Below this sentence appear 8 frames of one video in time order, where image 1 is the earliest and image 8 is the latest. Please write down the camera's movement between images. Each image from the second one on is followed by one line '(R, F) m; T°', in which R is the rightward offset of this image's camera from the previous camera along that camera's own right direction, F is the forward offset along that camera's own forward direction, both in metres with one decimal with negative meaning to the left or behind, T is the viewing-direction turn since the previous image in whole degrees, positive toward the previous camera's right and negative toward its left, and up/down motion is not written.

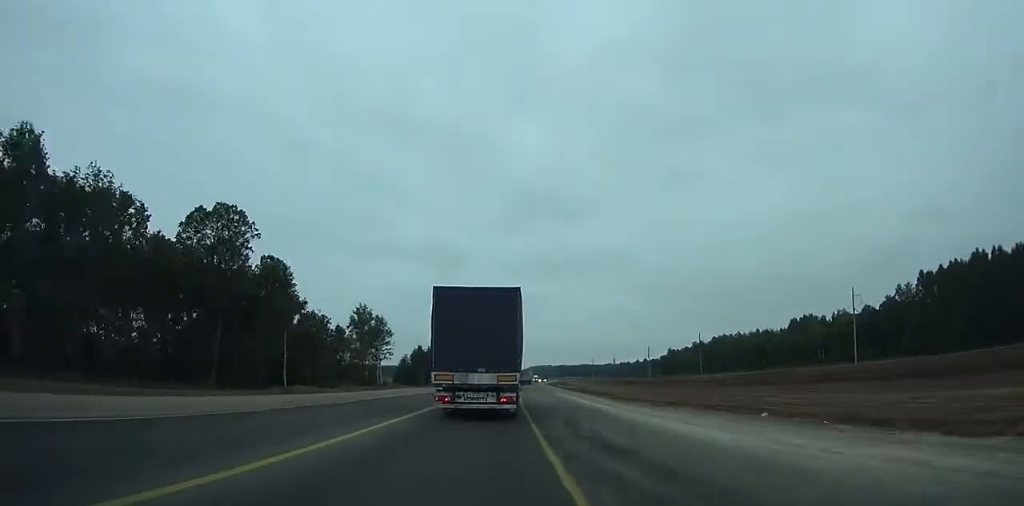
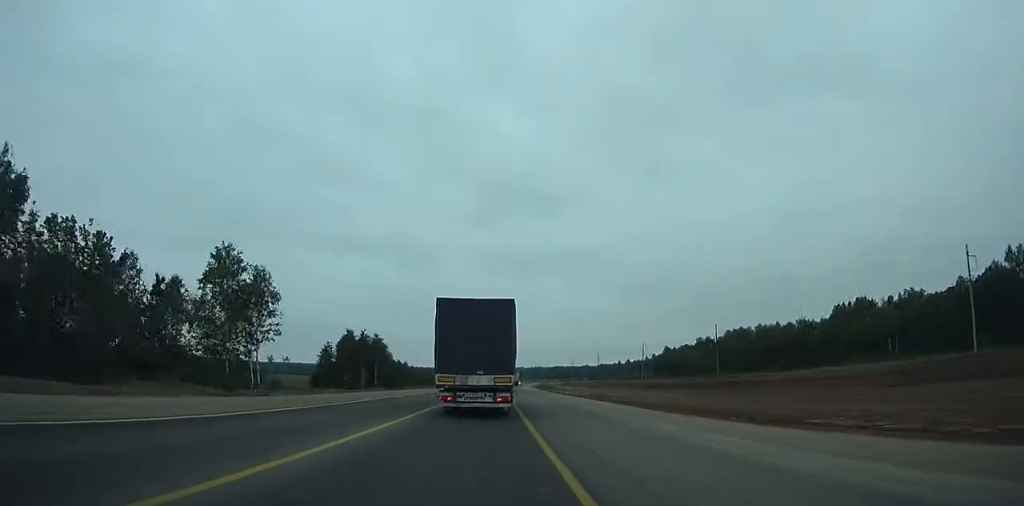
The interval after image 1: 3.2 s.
(-0.7, +62.8) m; +3°
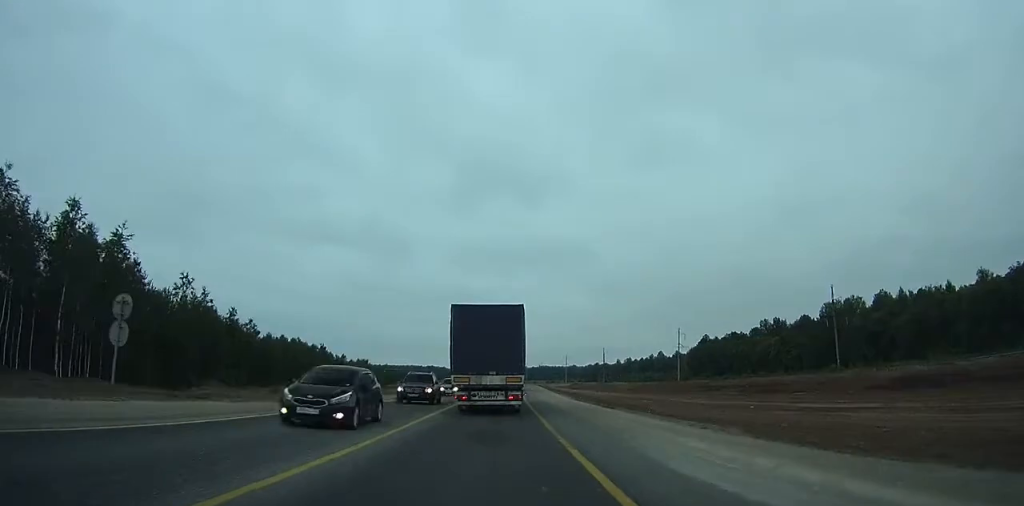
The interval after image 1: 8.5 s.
(+6.7, +103.9) m; +5°
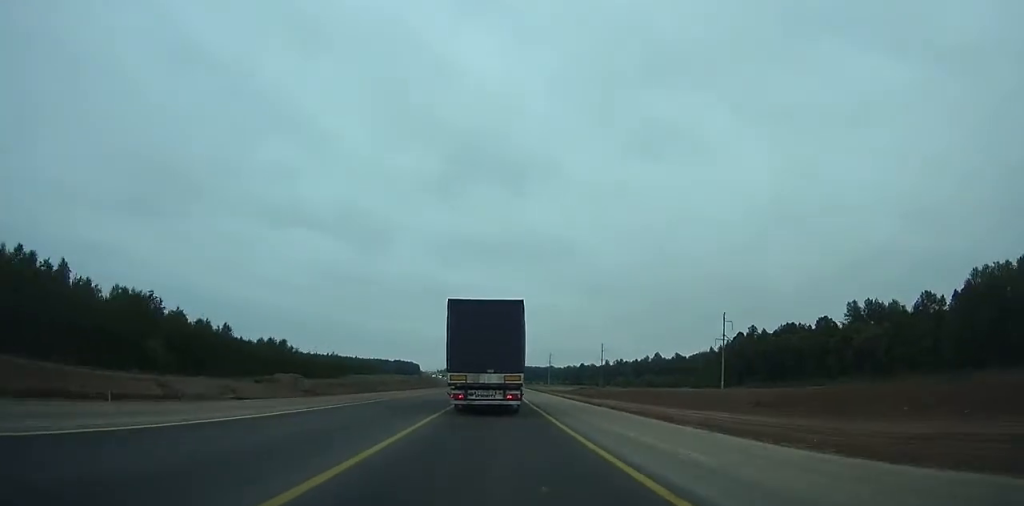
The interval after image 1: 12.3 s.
(+1.5, +74.7) m; +2°
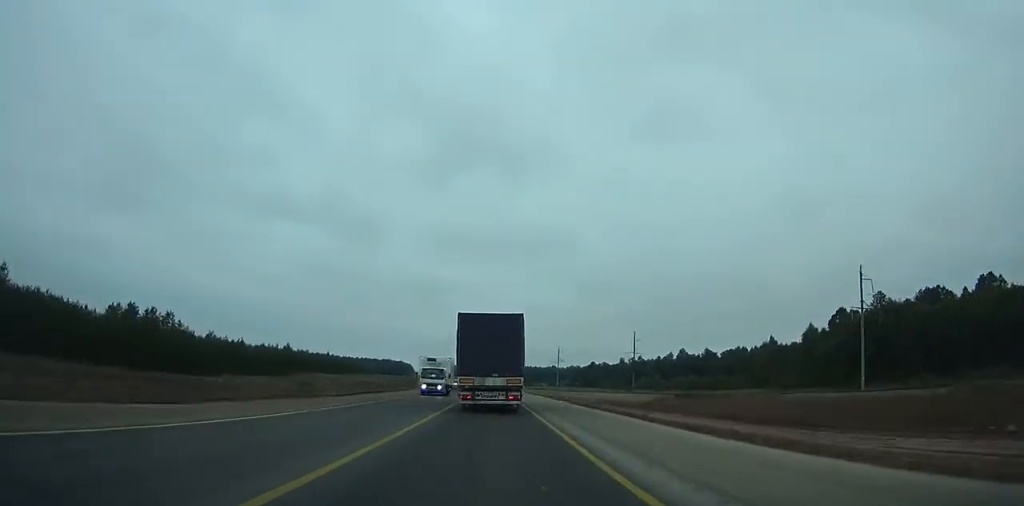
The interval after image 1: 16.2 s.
(+1.3, +76.2) m; +1°
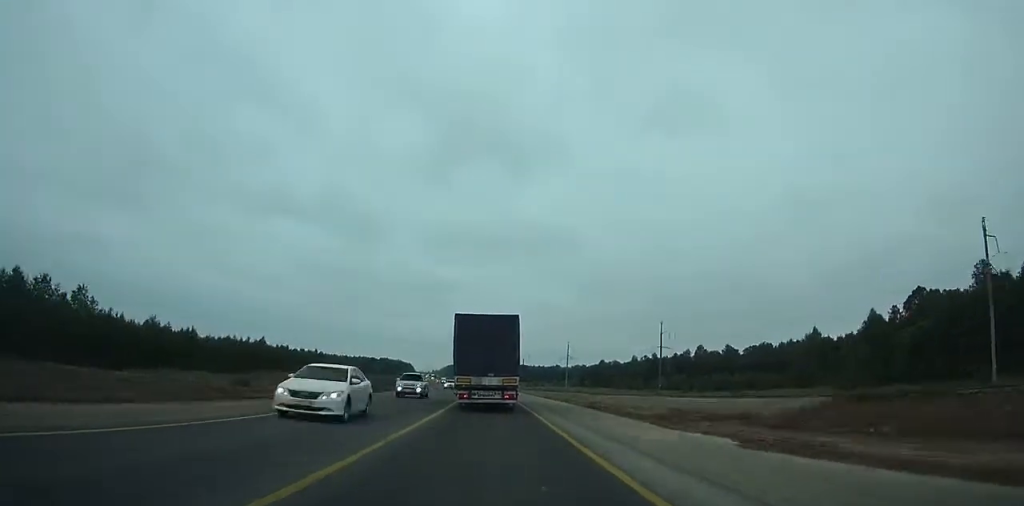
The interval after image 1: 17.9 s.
(-0.1, +33.2) m; 0°
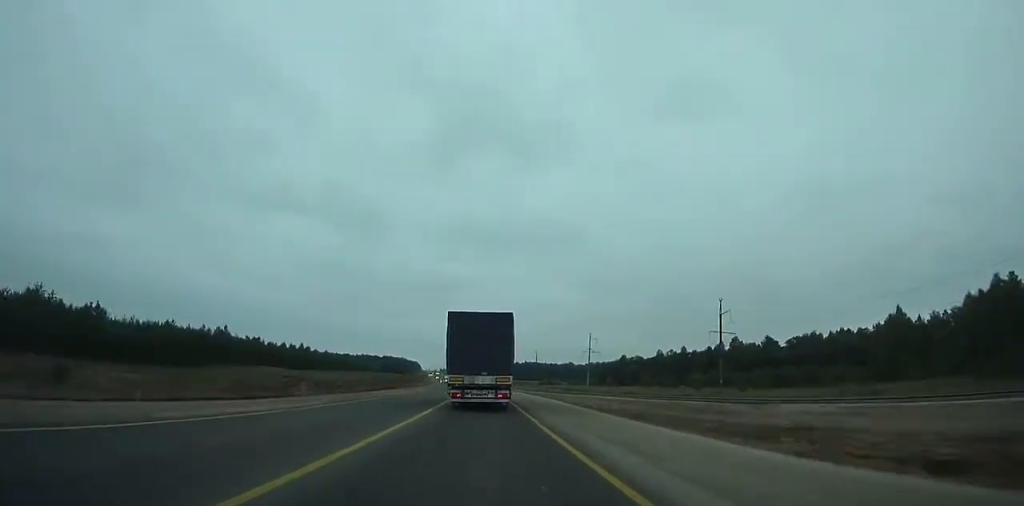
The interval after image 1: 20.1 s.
(-0.1, +43.2) m; -1°
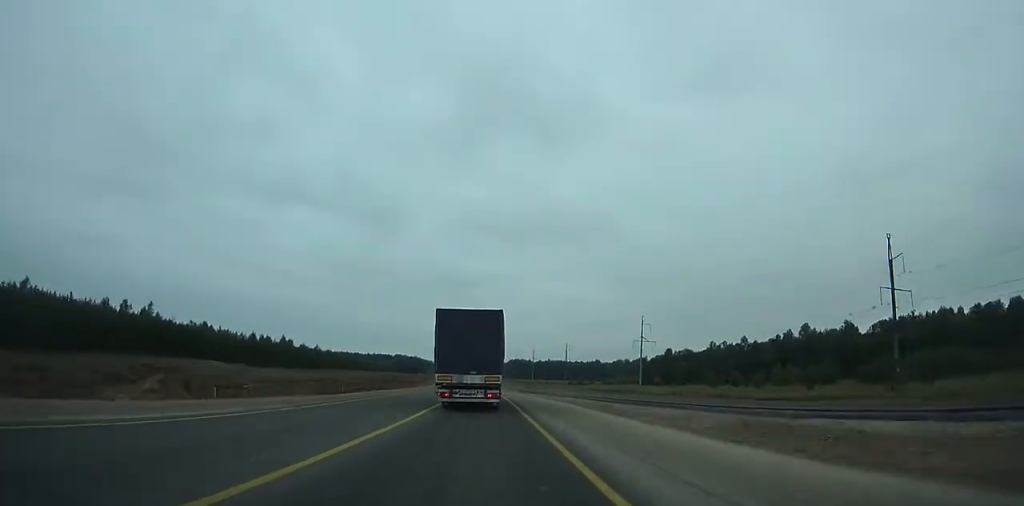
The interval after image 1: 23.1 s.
(-0.6, +59.1) m; -2°
